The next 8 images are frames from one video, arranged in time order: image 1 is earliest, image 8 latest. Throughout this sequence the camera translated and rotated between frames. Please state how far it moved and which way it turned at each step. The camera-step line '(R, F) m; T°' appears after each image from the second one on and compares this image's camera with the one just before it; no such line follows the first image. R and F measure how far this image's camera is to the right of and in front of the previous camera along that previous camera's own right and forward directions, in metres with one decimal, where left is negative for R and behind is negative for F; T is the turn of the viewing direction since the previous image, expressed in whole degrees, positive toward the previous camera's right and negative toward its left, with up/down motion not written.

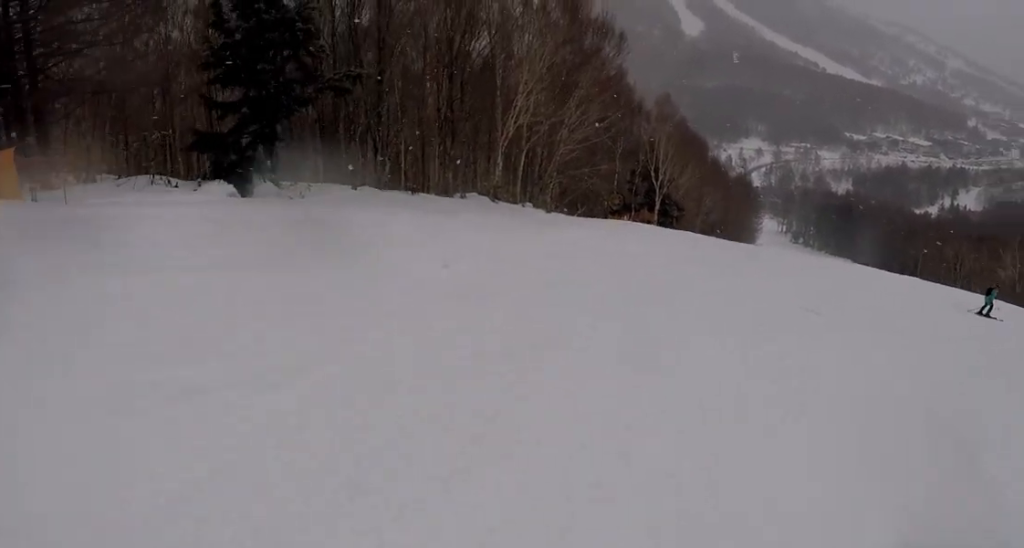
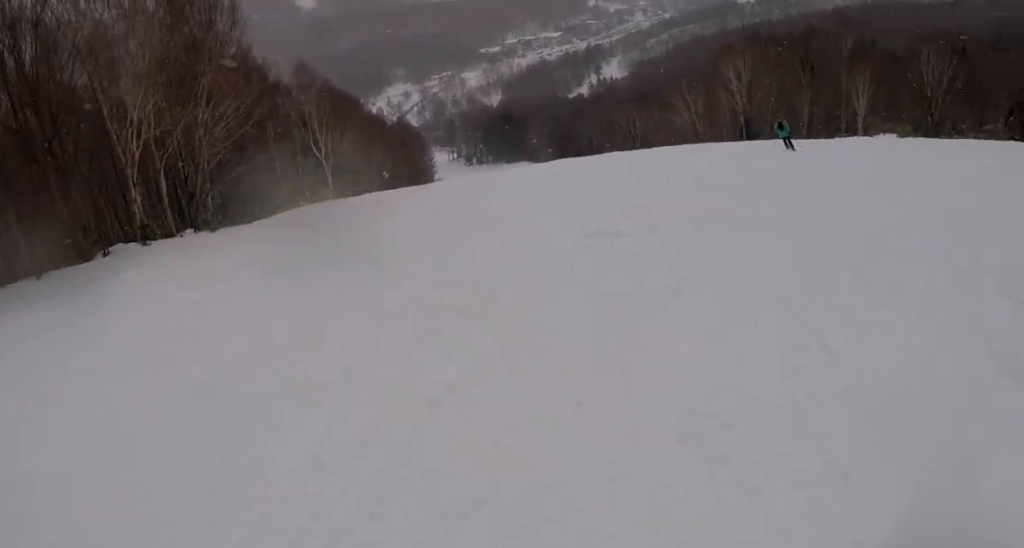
(+0.9, +4.5) m; +21°
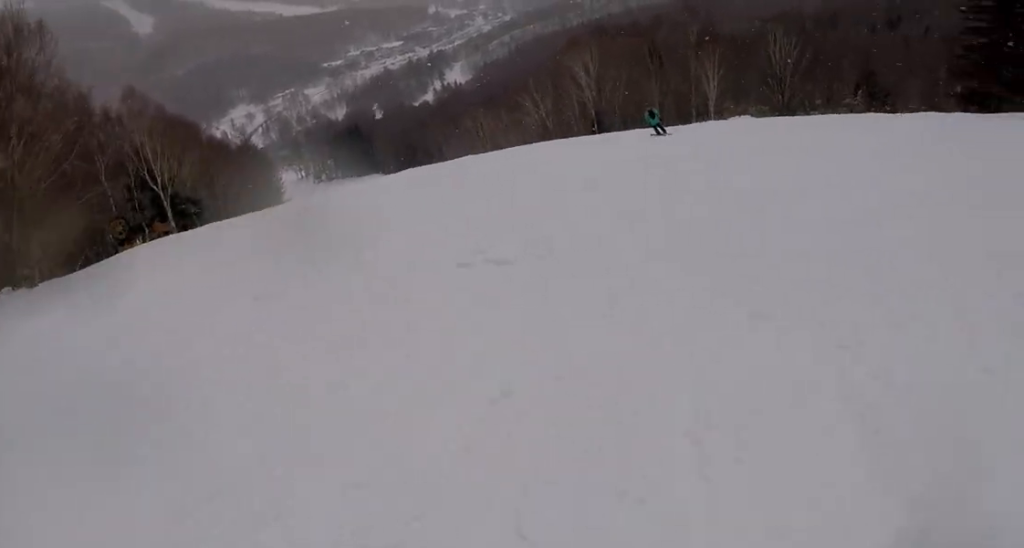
(+0.3, +2.4) m; +12°
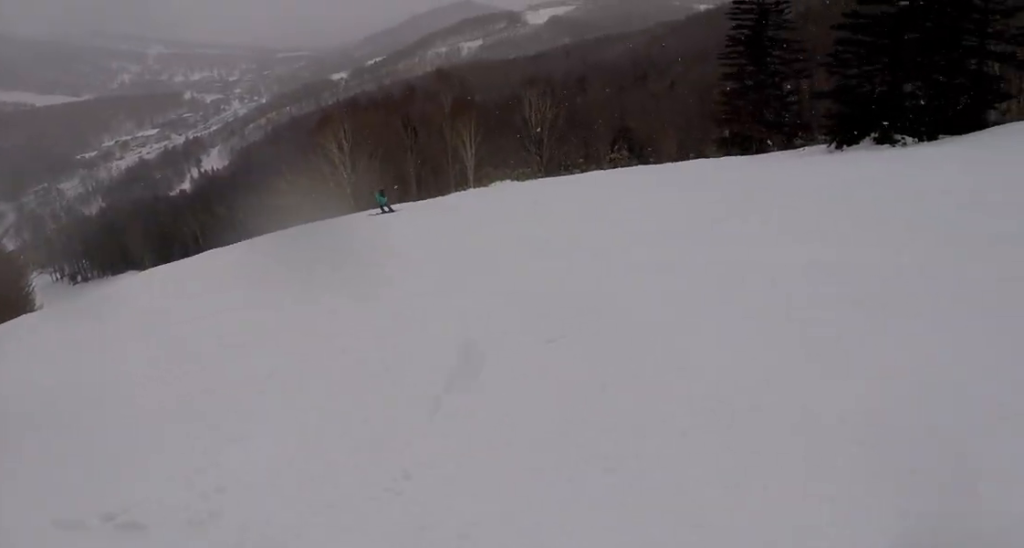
(+0.5, +3.8) m; +3°
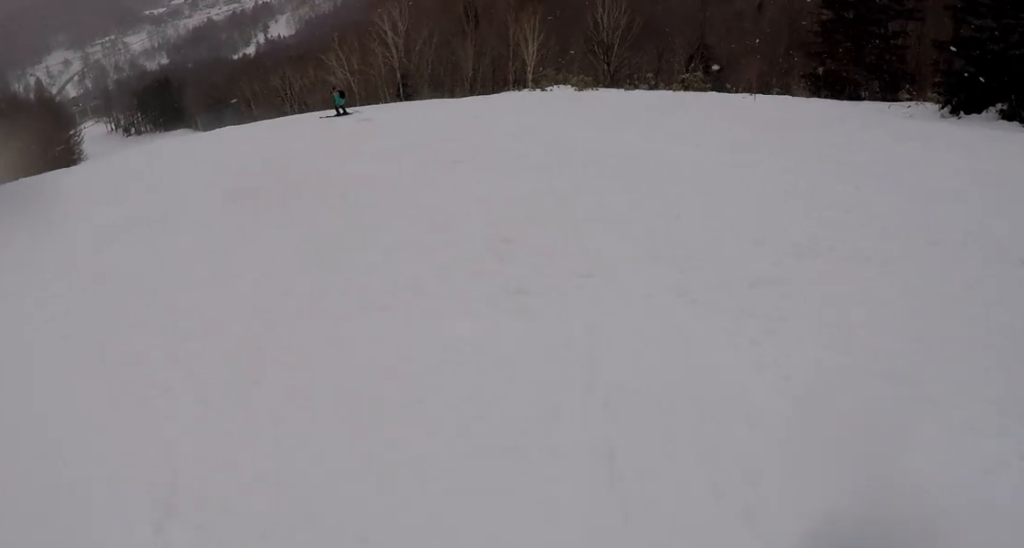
(+0.1, +4.3) m; -6°
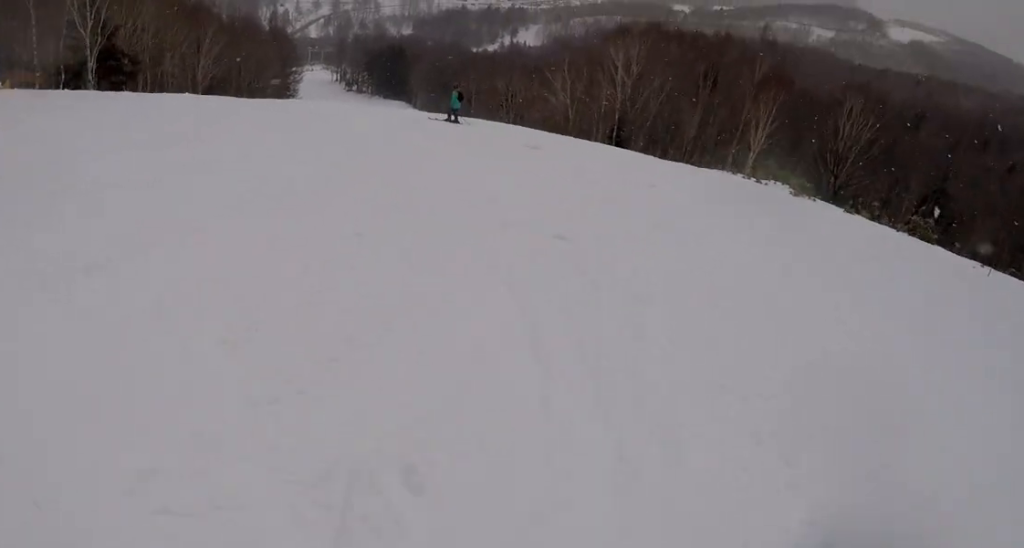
(0.0, +3.6) m; -12°
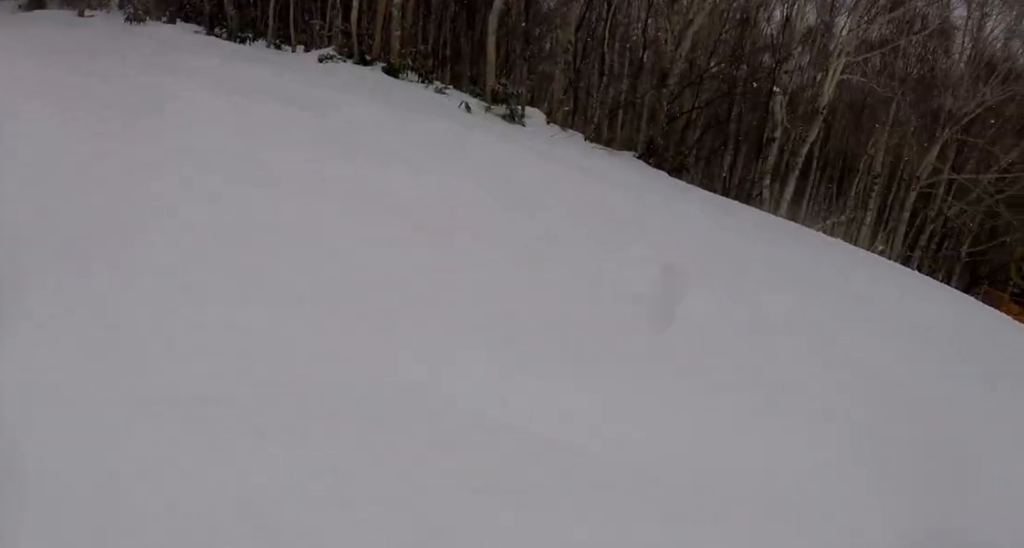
(-10.3, +9.9) m; -71°
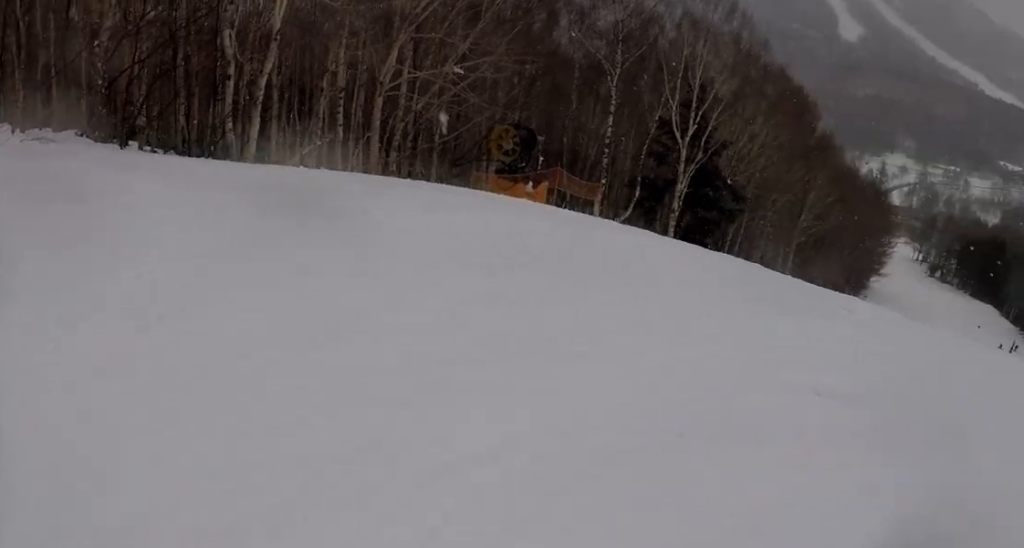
(0.0, +2.2) m; +7°
